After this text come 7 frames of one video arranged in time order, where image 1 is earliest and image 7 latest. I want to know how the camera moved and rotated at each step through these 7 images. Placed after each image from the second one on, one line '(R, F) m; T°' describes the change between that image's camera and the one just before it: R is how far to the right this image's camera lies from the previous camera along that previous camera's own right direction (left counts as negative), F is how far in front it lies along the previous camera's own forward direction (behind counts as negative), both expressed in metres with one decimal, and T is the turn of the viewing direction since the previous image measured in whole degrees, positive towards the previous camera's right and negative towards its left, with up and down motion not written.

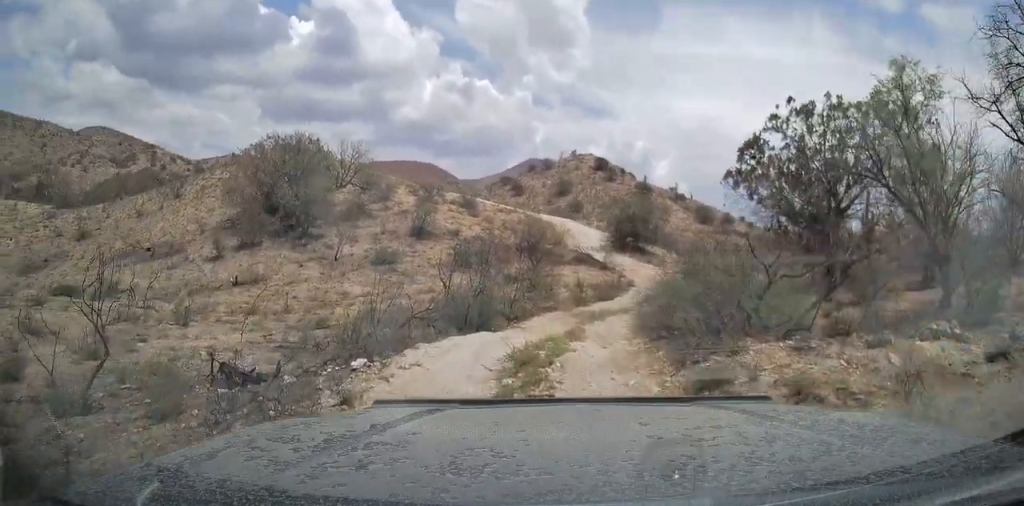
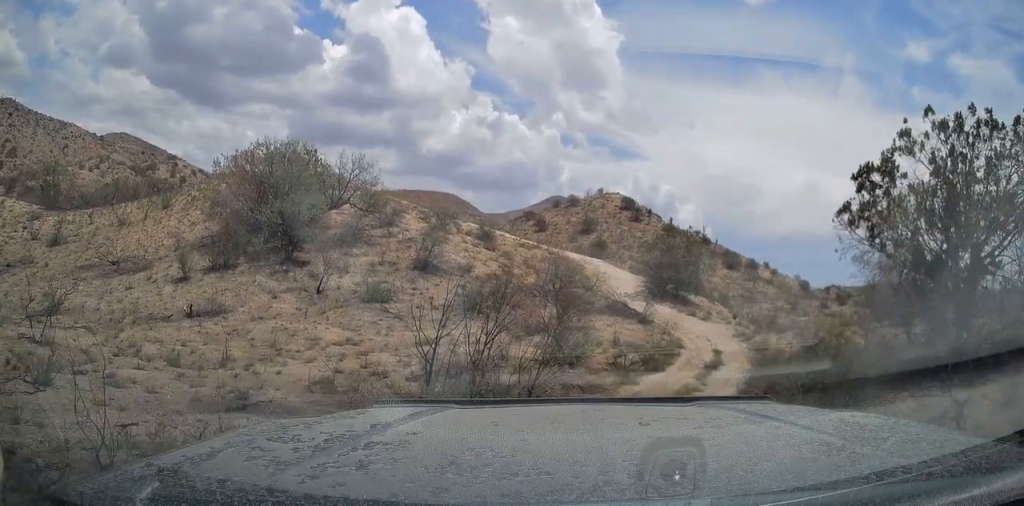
(-0.1, +8.0) m; +1°
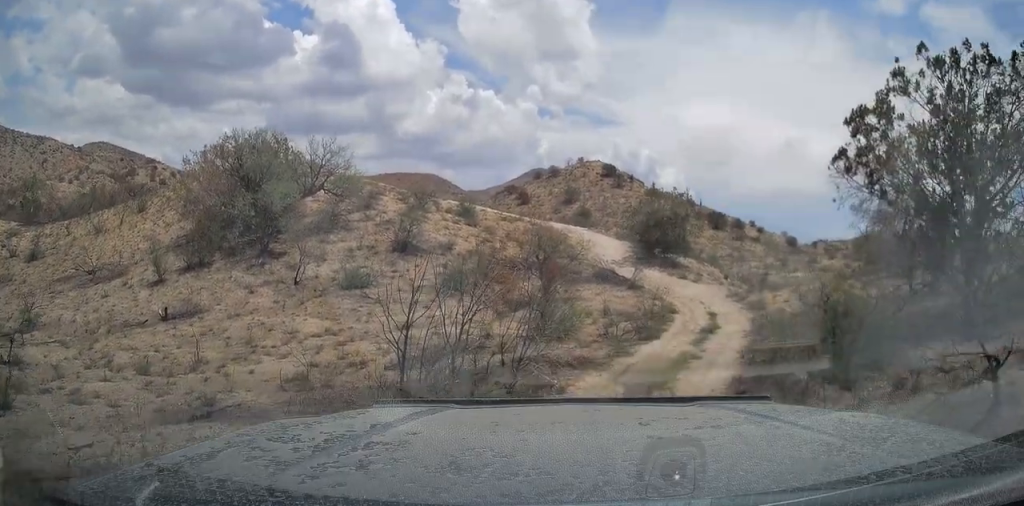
(+0.1, +1.4) m; -2°
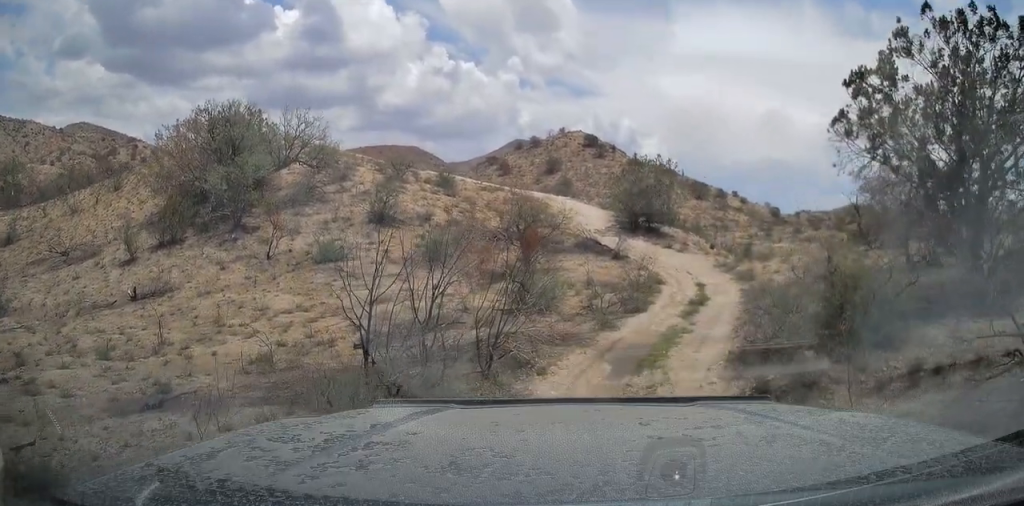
(+0.1, +1.5) m; -2°
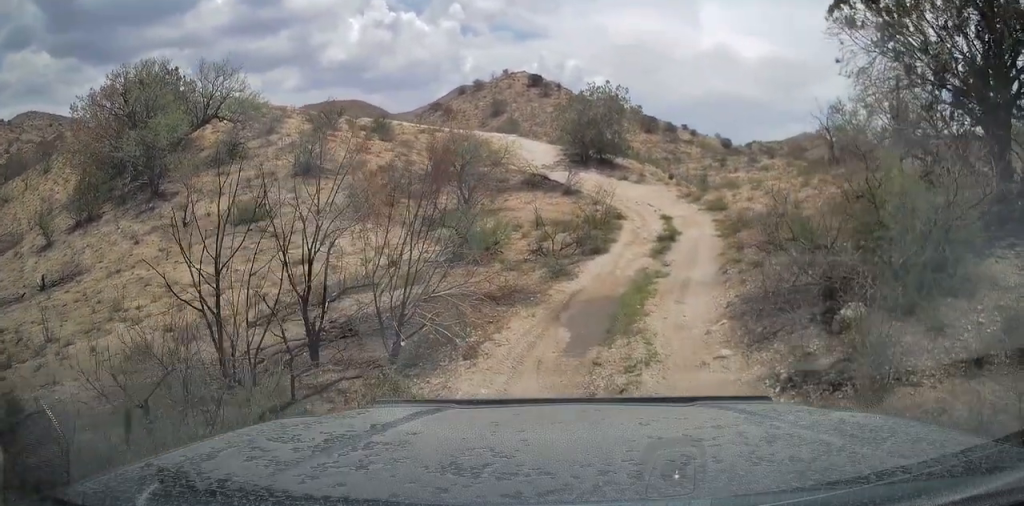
(+0.1, +4.0) m; +7°
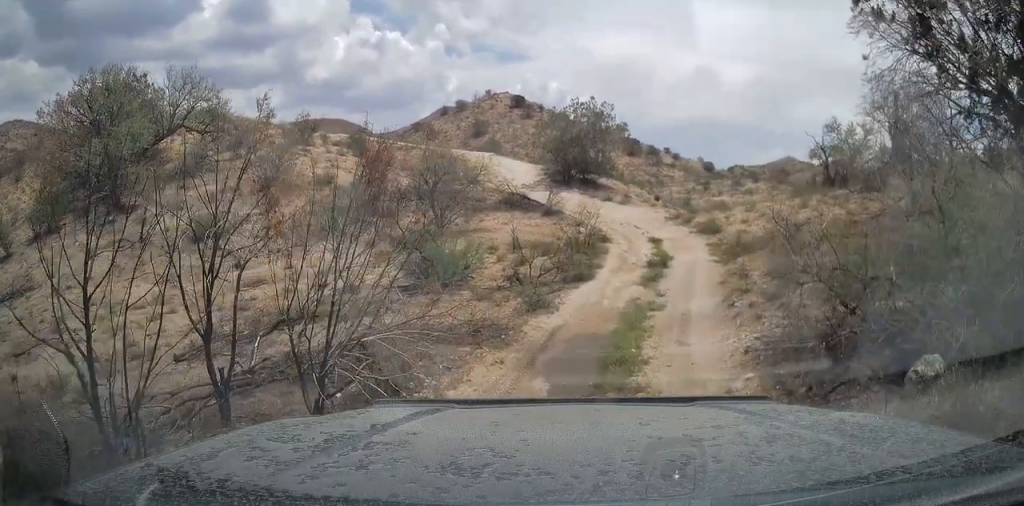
(+0.2, +2.1) m; +1°
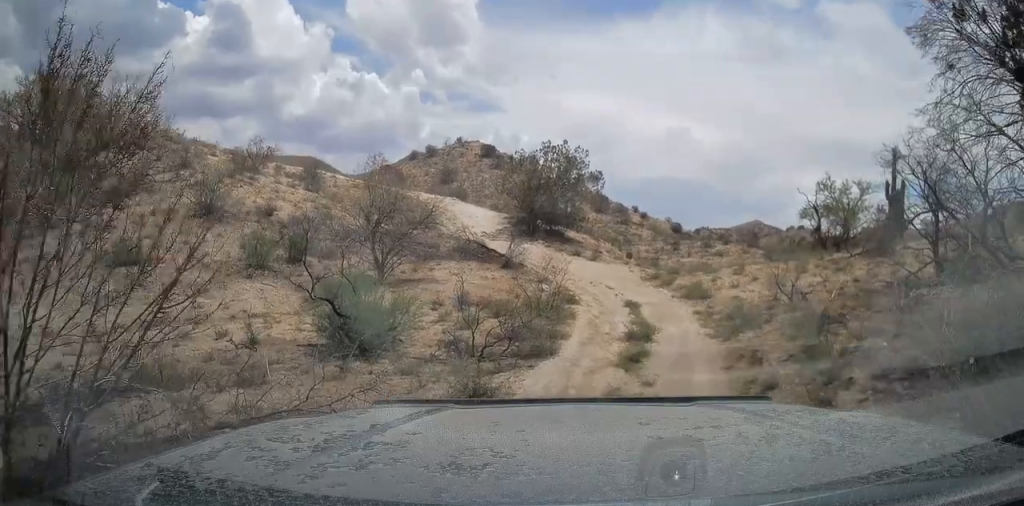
(-0.2, +3.3) m; +1°
